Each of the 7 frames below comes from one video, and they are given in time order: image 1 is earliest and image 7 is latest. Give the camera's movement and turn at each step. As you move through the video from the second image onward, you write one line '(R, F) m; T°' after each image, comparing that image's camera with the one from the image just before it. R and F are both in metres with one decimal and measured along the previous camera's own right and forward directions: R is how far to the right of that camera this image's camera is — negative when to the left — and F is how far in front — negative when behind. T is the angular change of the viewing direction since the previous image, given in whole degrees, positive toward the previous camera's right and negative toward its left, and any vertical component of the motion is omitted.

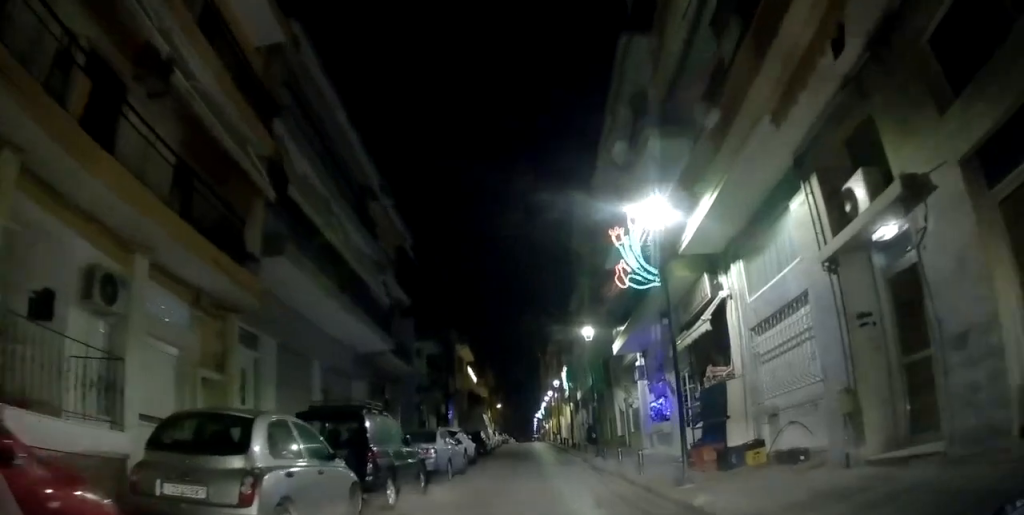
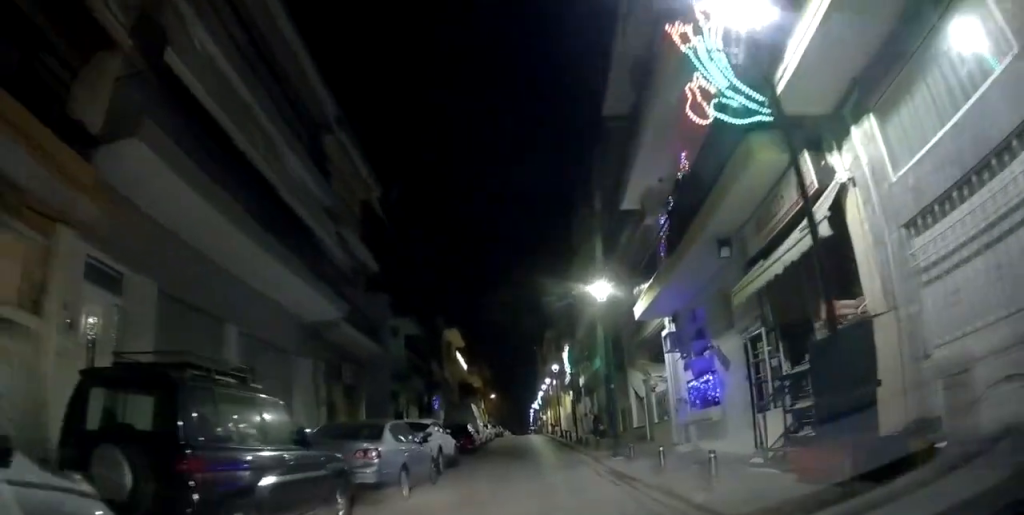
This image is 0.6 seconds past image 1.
(0.0, +5.0) m; -2°
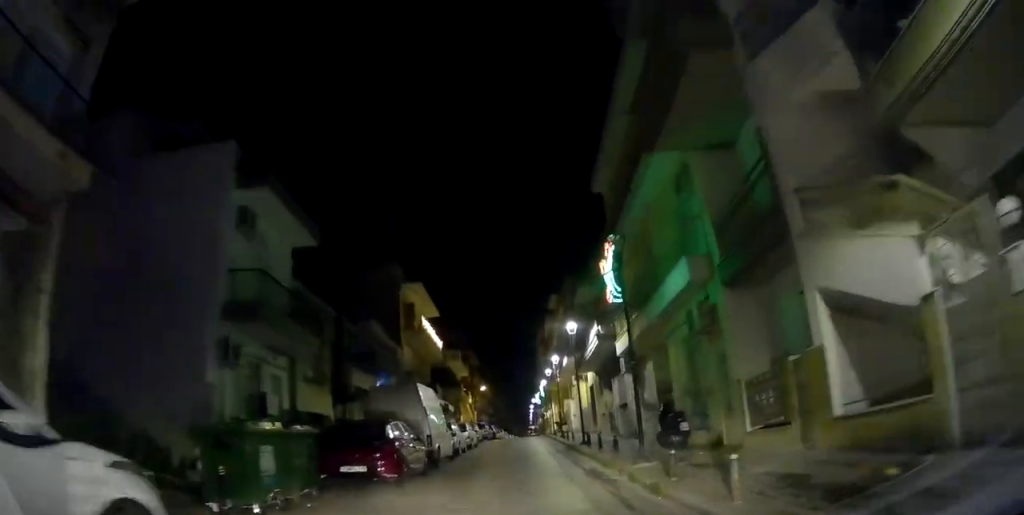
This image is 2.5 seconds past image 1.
(-1.2, +14.6) m; -3°
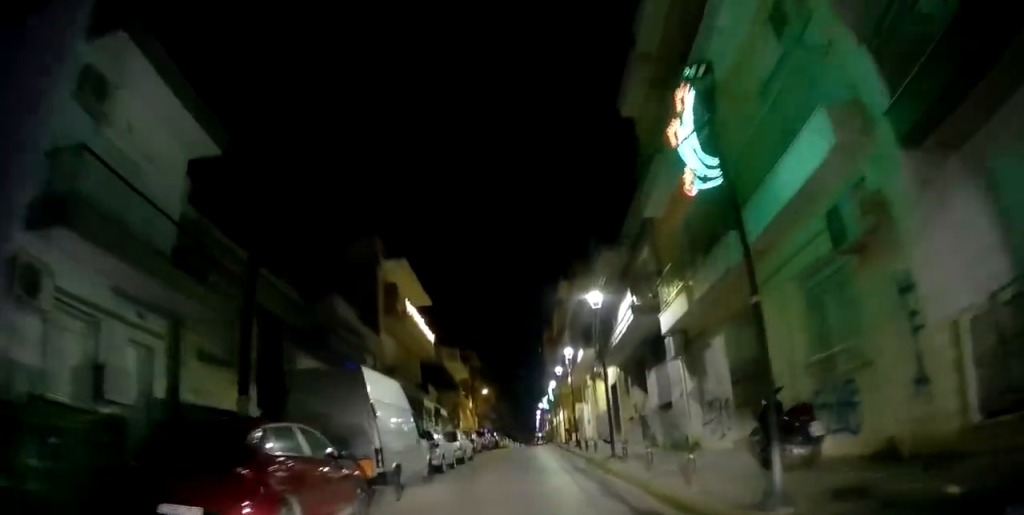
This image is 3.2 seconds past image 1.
(+0.3, +6.0) m; +5°
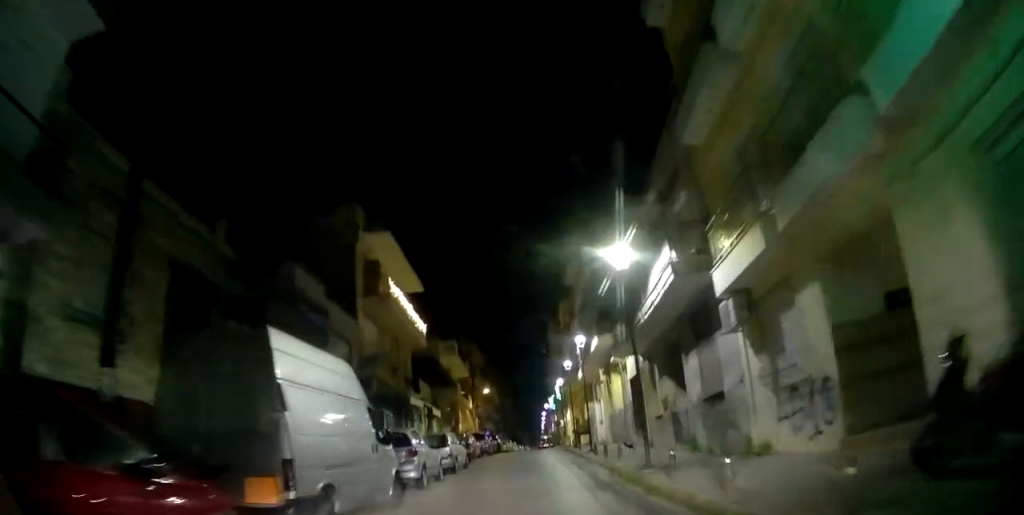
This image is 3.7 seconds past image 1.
(+0.1, +4.0) m; 0°
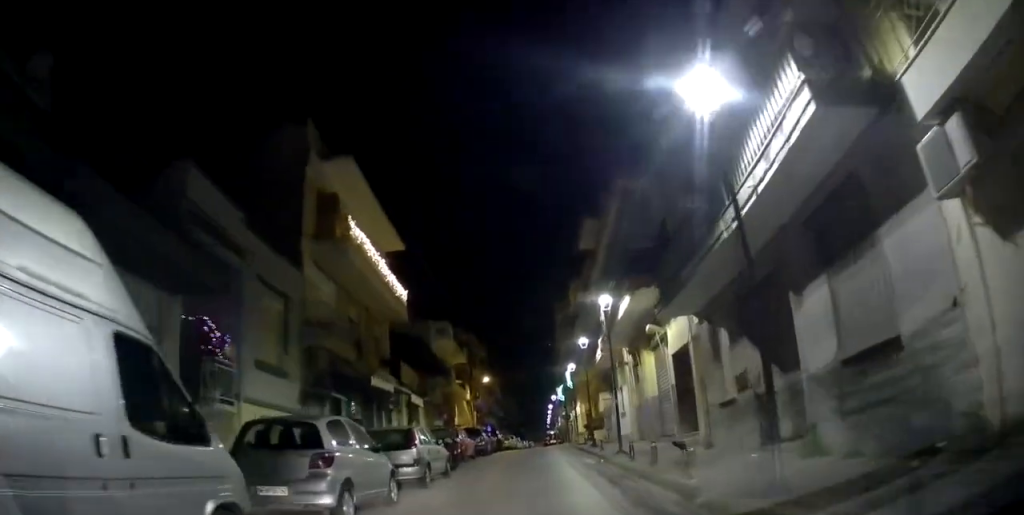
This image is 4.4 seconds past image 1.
(+0.1, +6.1) m; 0°
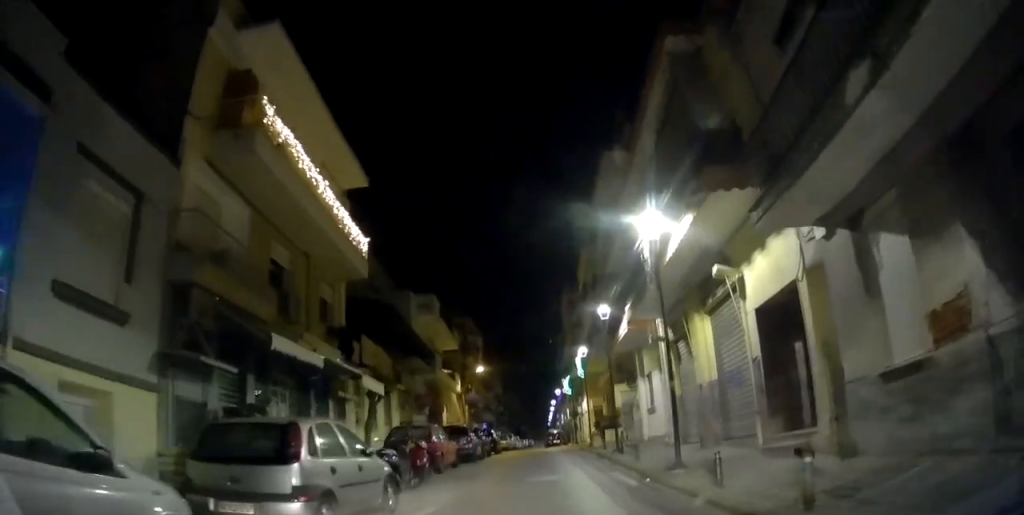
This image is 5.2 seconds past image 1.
(-0.2, +6.5) m; 0°
